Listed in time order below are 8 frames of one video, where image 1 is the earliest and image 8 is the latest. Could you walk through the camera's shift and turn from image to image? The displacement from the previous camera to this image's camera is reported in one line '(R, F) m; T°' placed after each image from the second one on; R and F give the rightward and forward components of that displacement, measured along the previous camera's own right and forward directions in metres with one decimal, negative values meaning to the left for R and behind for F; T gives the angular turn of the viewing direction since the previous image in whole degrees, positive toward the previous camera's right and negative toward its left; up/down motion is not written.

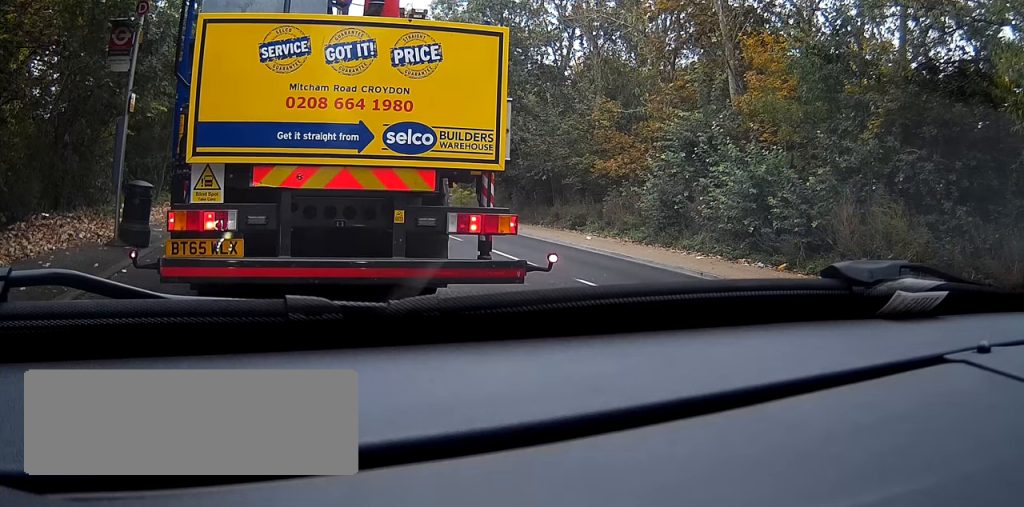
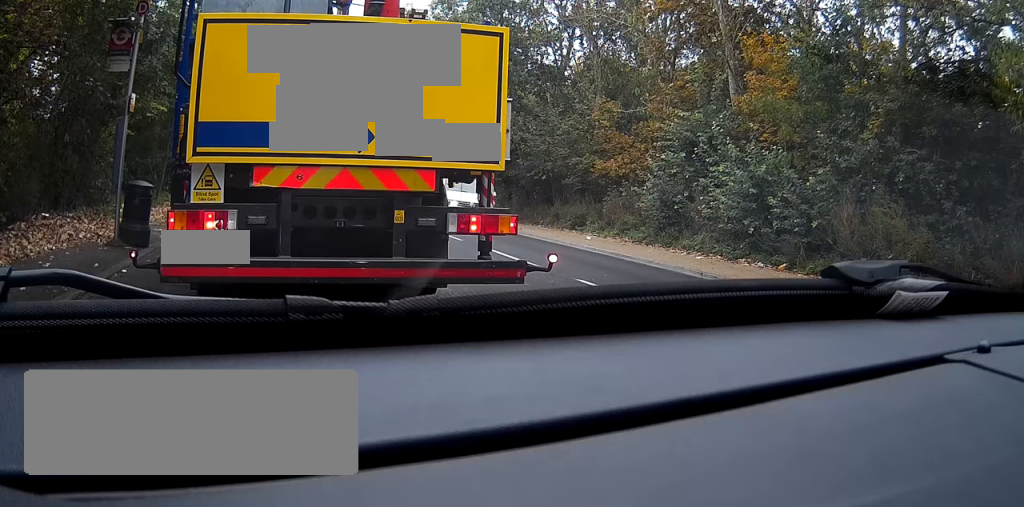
(0.0, 0.0) m; 0°
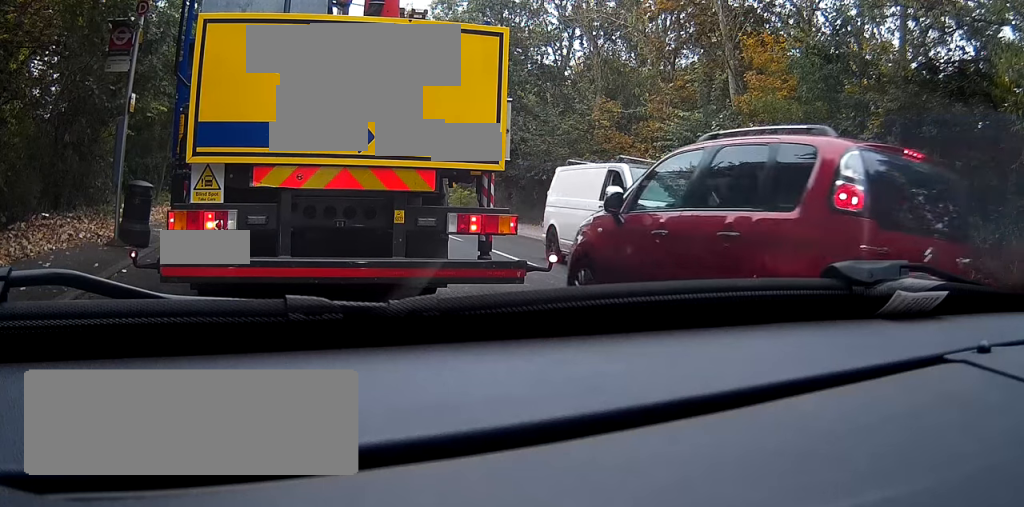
(0.0, 0.0) m; 0°
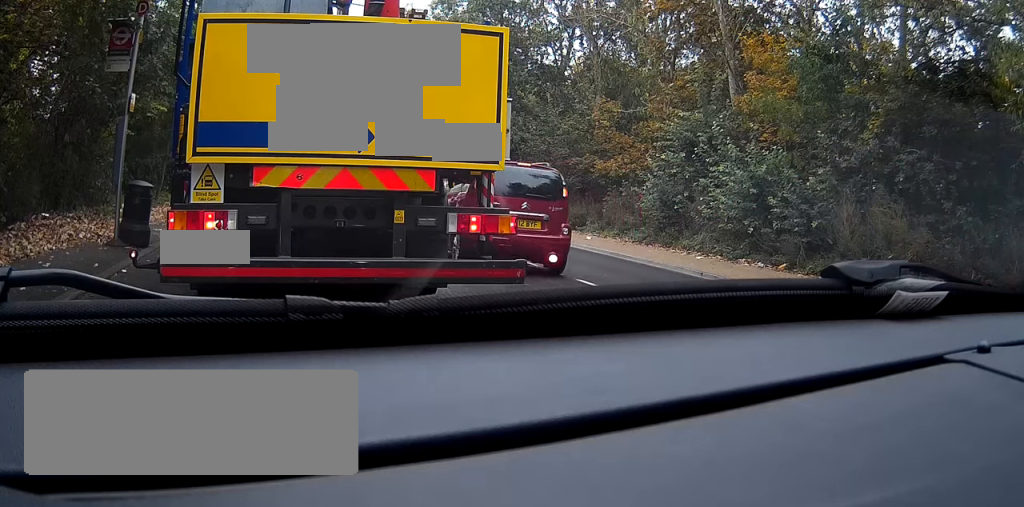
(0.0, 0.0) m; 0°
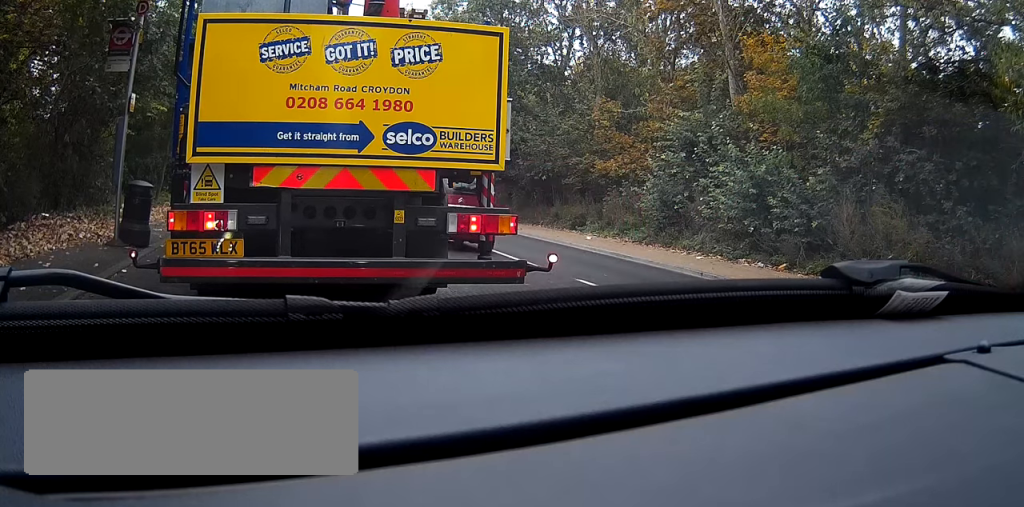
(0.0, 0.0) m; 0°
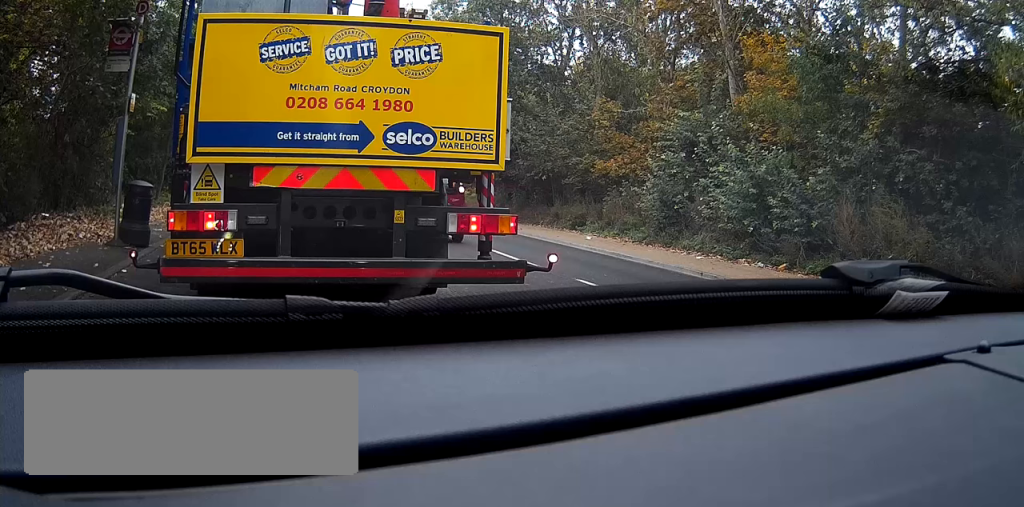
(0.0, 0.0) m; 0°
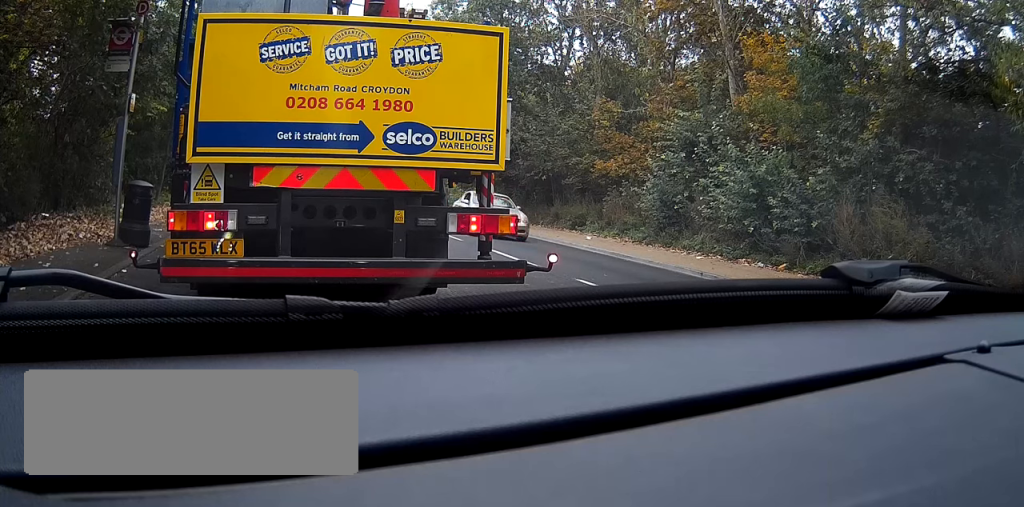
(0.0, 0.0) m; 0°
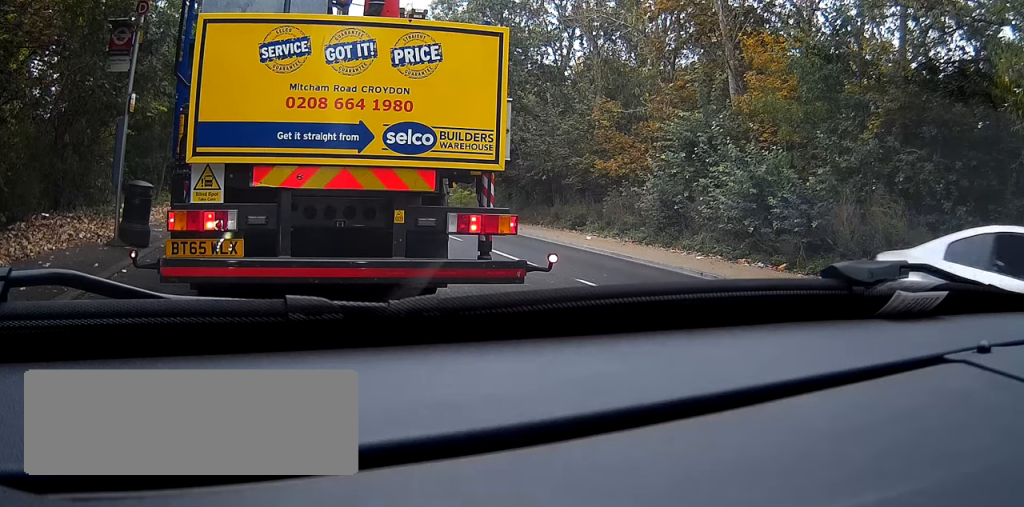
(0.0, 0.0) m; 0°
